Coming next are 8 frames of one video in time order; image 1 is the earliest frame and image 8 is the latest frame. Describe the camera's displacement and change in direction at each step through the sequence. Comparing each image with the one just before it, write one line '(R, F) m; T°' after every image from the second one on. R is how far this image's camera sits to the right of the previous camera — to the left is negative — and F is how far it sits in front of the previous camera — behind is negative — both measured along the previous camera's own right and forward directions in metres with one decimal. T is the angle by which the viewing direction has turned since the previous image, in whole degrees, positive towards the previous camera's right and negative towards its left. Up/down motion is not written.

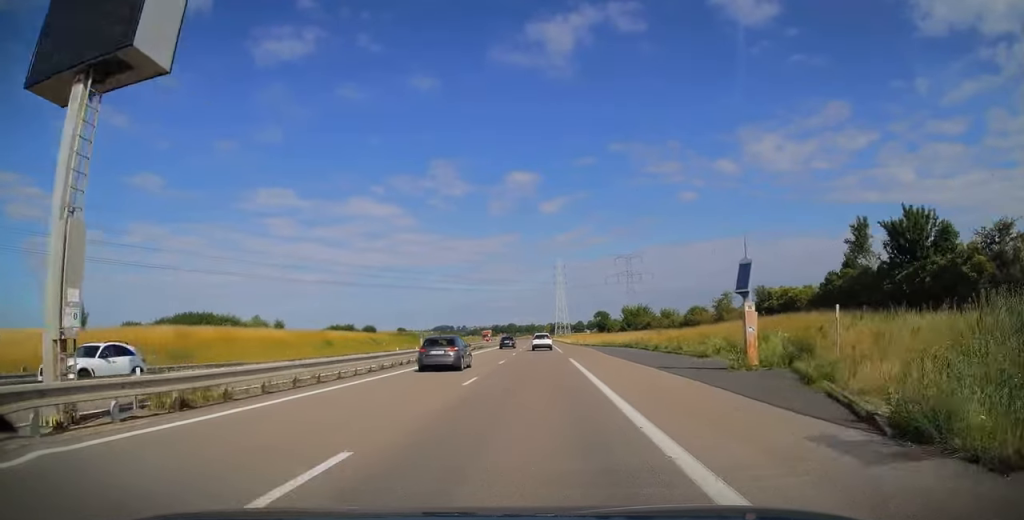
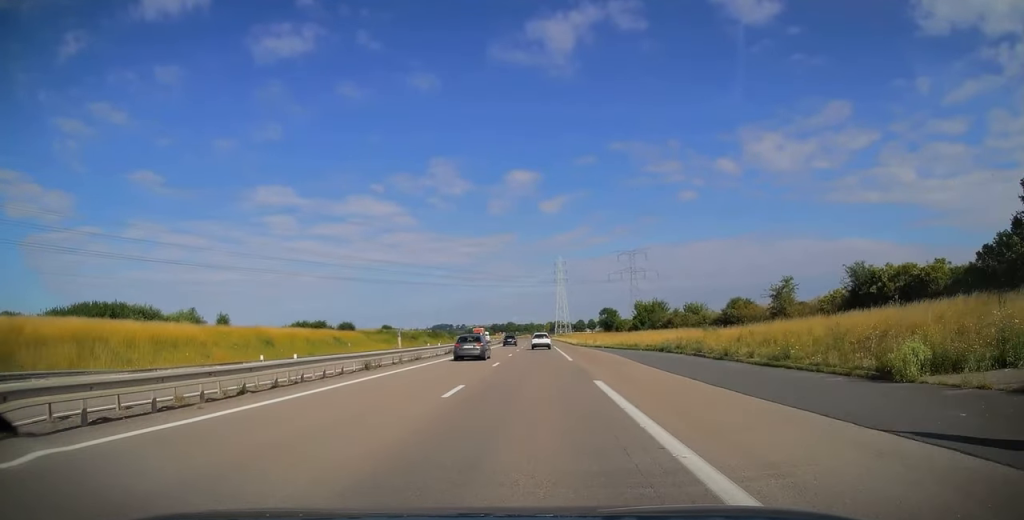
(-0.2, +16.8) m; 0°
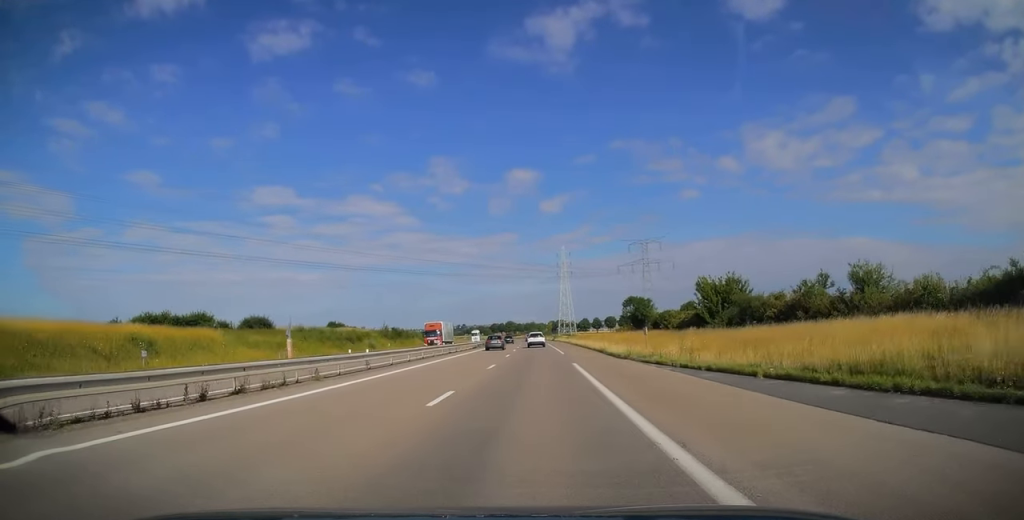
(+0.1, +41.9) m; 0°
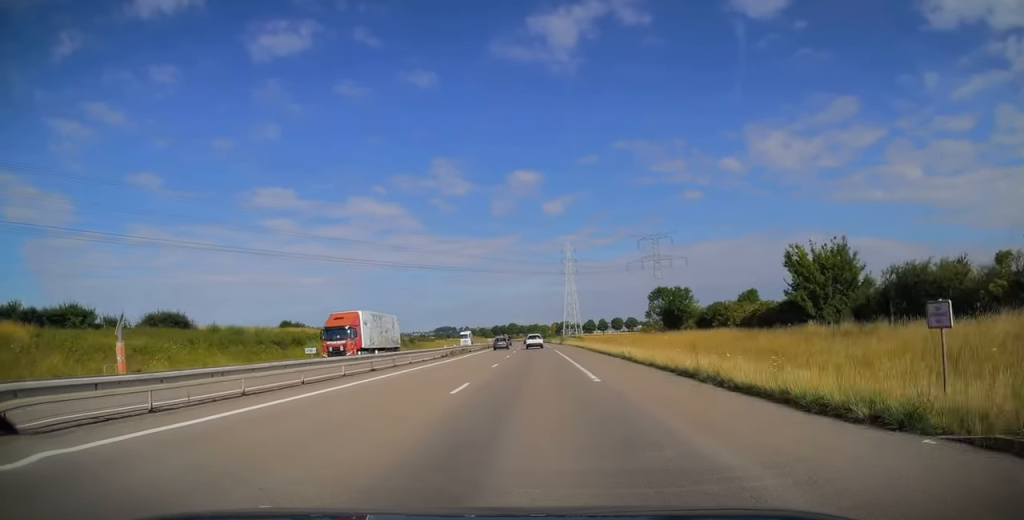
(-0.2, +23.7) m; -1°
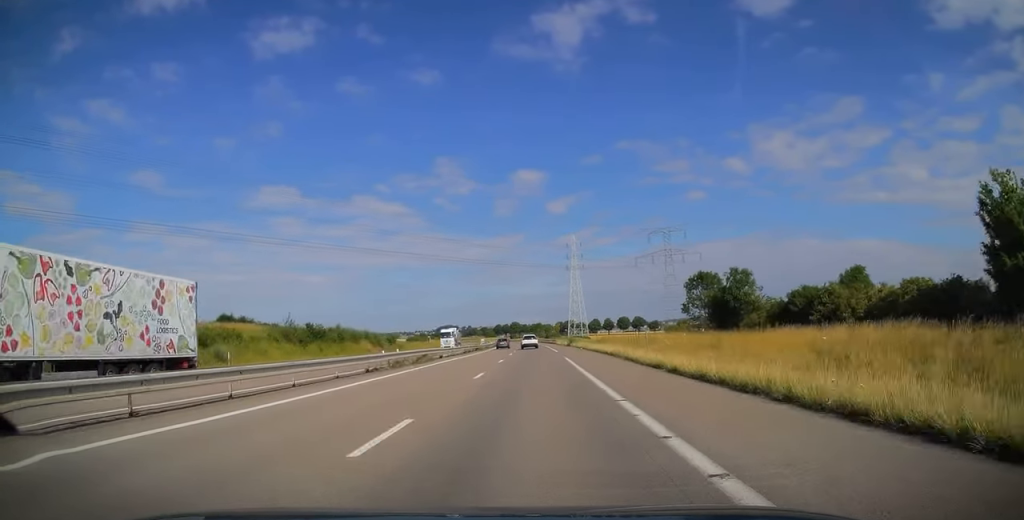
(-0.1, +20.7) m; -1°
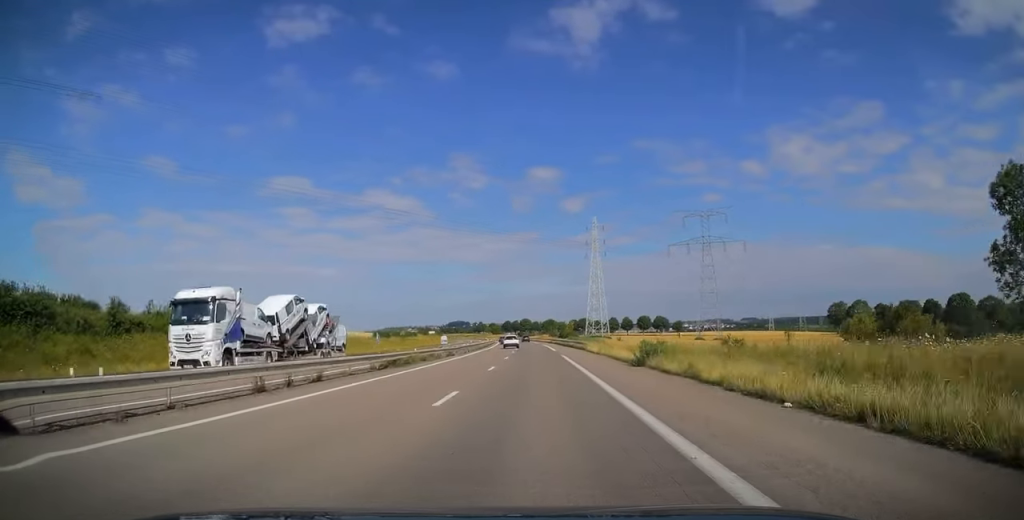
(-0.6, +46.7) m; -1°
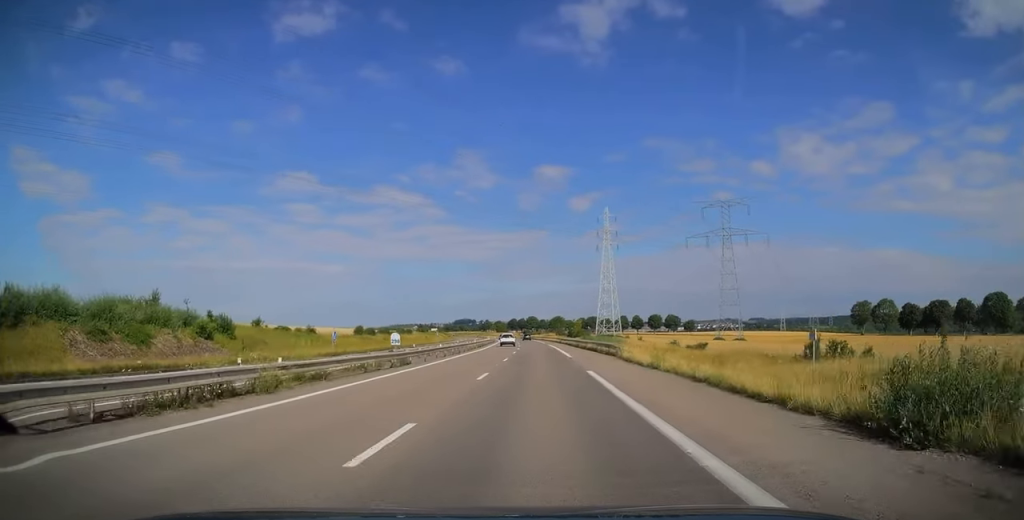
(0.0, +18.7) m; -1°
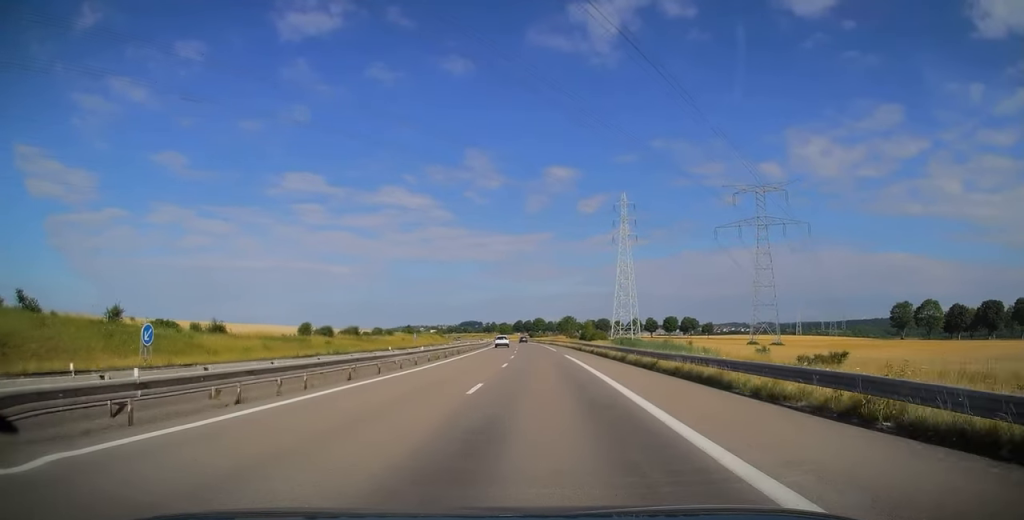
(-0.3, +30.9) m; -1°
